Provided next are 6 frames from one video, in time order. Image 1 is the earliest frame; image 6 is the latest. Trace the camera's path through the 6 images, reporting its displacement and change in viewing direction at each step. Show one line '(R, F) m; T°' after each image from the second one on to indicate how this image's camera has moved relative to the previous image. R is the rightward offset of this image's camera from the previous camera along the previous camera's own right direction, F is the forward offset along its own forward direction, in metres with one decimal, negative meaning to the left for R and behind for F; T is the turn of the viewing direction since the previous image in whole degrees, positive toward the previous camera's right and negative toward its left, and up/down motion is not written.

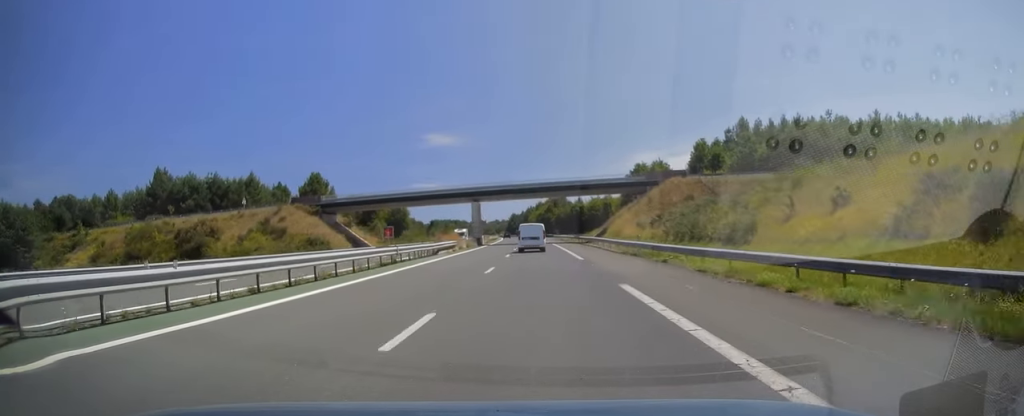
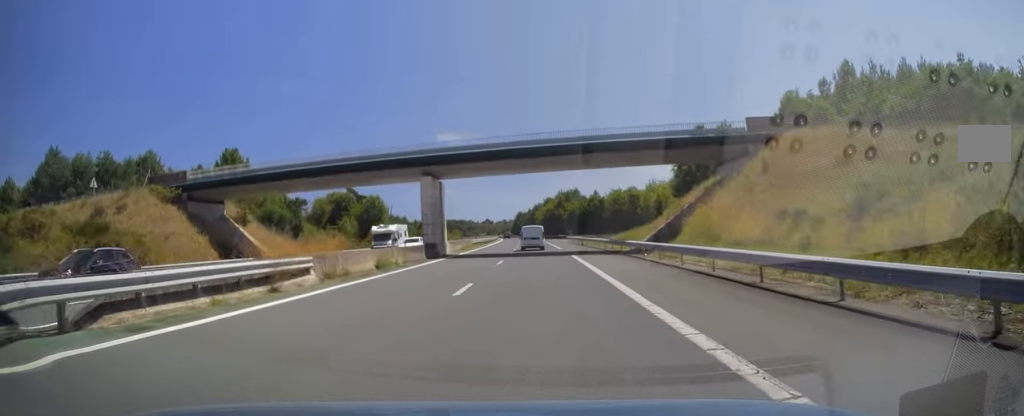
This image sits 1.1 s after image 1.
(-0.4, +33.0) m; -1°
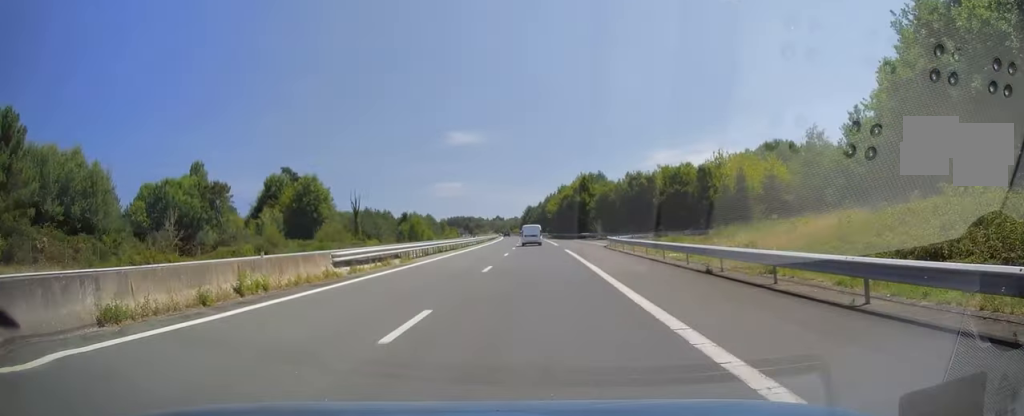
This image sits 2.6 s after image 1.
(0.0, +44.8) m; -1°
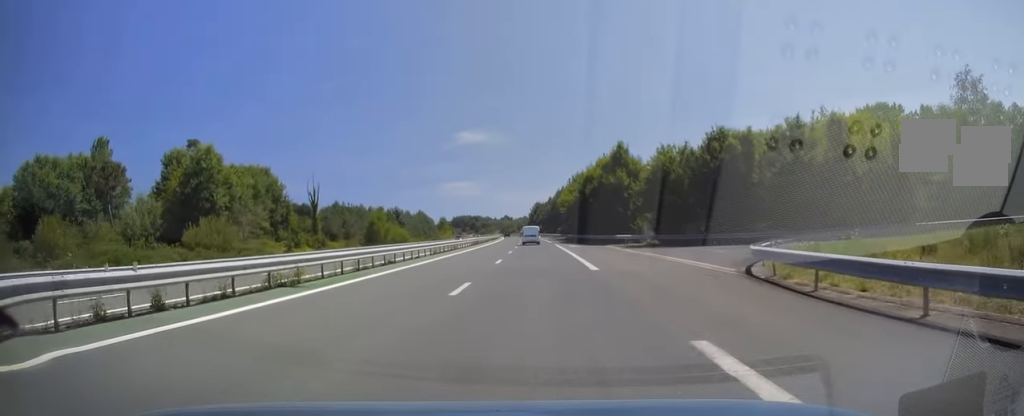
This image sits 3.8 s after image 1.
(-0.4, +33.4) m; -2°
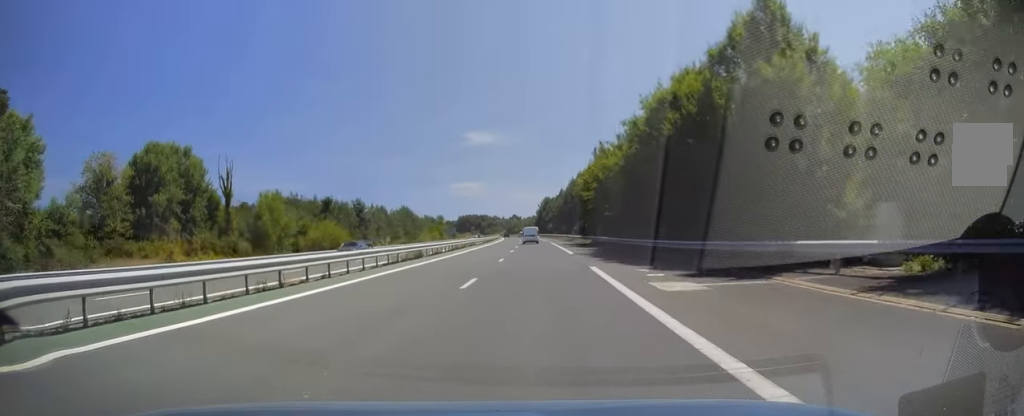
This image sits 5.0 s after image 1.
(-0.4, +37.5) m; 0°
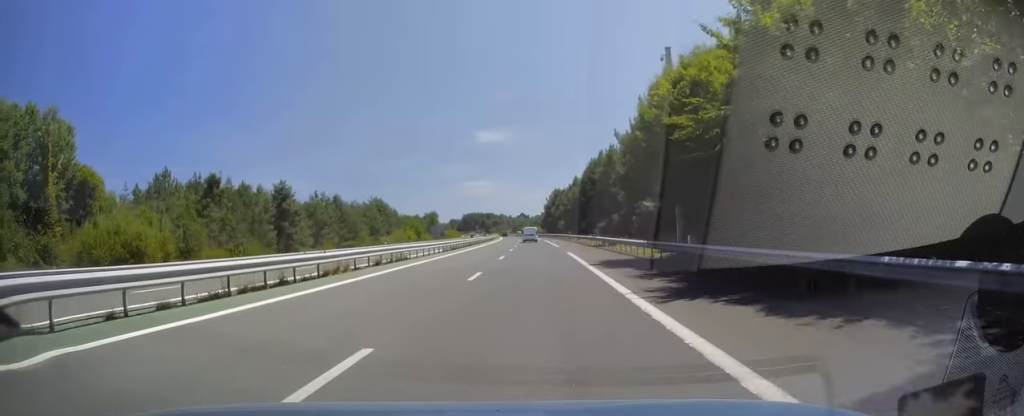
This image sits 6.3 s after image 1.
(+0.2, +37.0) m; -1°
